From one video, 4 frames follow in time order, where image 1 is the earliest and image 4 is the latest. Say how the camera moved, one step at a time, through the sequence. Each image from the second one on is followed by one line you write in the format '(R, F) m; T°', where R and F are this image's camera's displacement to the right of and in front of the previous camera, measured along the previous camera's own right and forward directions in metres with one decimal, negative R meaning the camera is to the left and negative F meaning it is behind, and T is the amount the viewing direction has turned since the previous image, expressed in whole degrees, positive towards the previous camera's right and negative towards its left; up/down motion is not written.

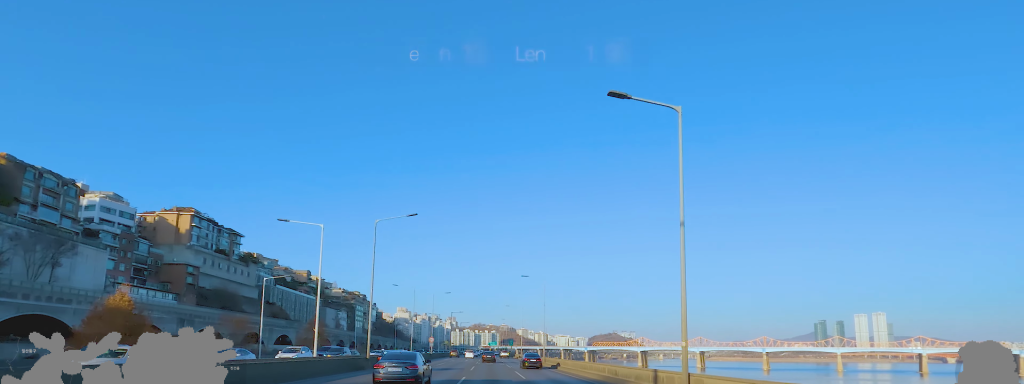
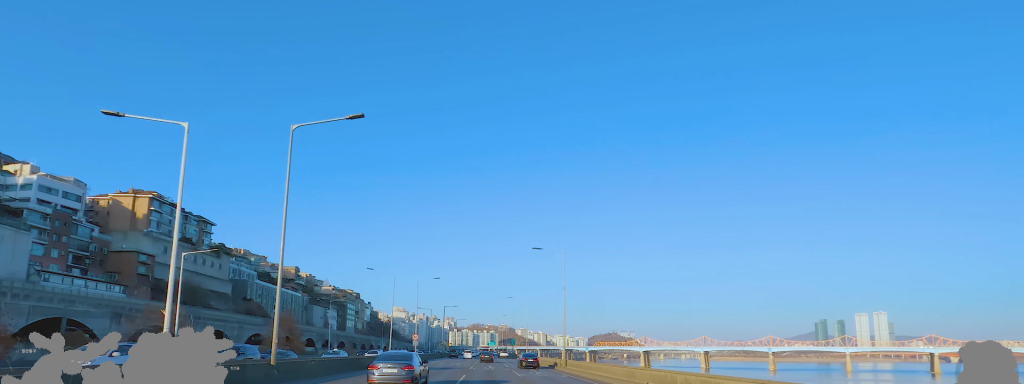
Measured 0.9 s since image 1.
(0.0, +20.1) m; 0°
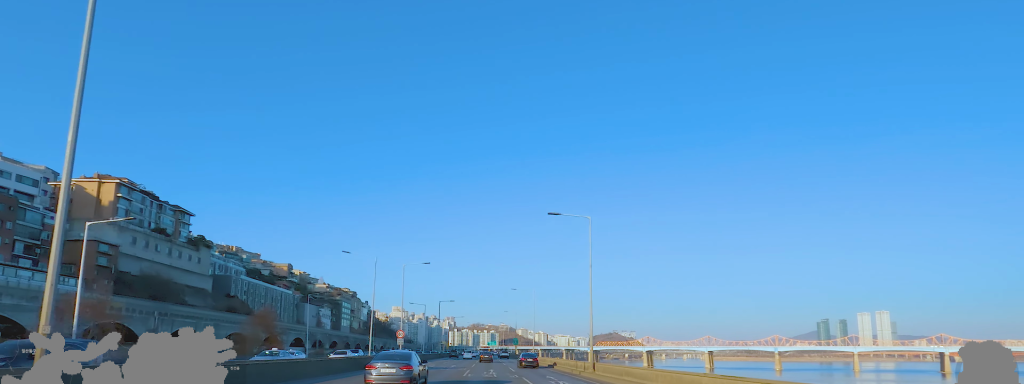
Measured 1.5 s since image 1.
(0.0, +13.0) m; -1°
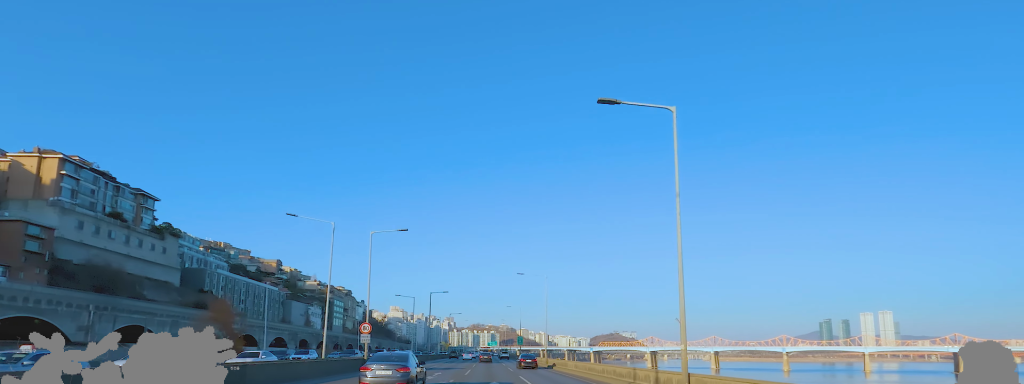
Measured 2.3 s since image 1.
(0.0, +17.0) m; -1°
